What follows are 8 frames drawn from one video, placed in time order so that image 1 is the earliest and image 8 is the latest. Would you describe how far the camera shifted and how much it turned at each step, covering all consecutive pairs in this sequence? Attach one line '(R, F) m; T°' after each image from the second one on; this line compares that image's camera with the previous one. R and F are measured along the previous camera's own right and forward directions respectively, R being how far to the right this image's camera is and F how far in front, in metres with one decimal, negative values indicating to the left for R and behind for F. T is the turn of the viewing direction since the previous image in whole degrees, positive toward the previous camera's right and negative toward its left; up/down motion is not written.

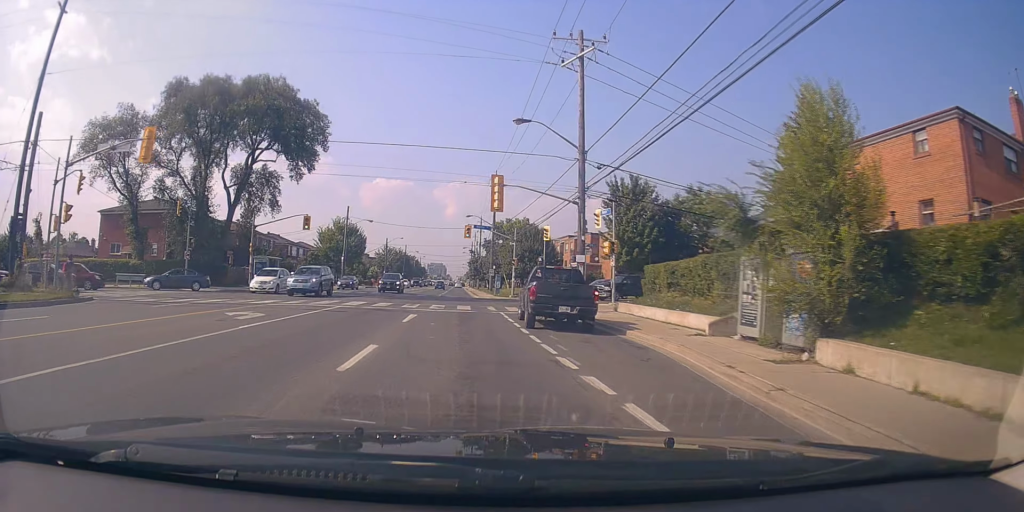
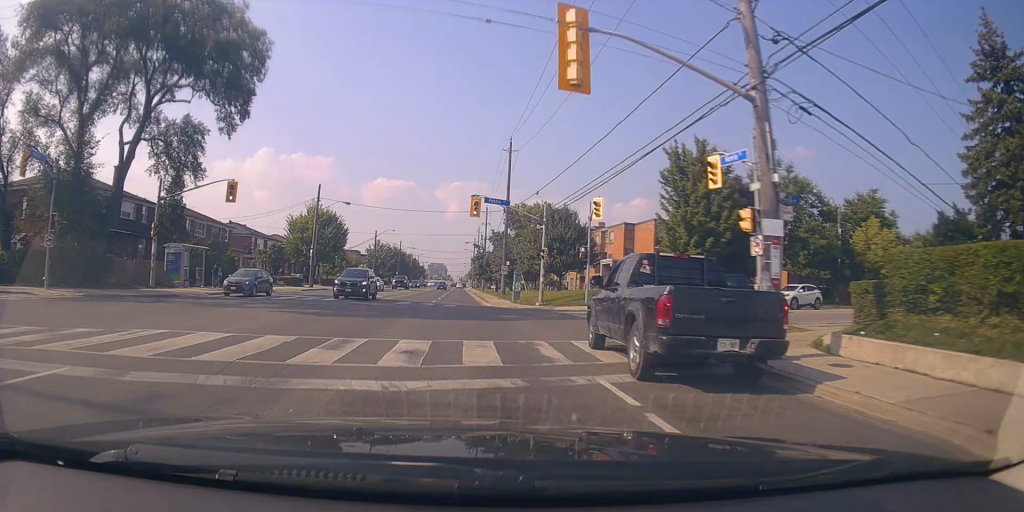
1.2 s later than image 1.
(-0.5, +16.5) m; -2°
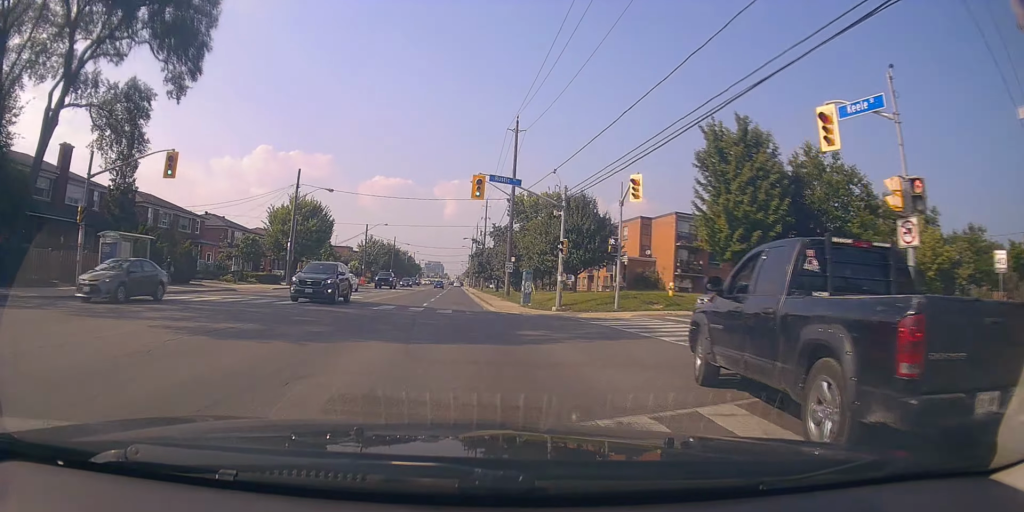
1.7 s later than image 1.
(-0.2, +7.1) m; +1°
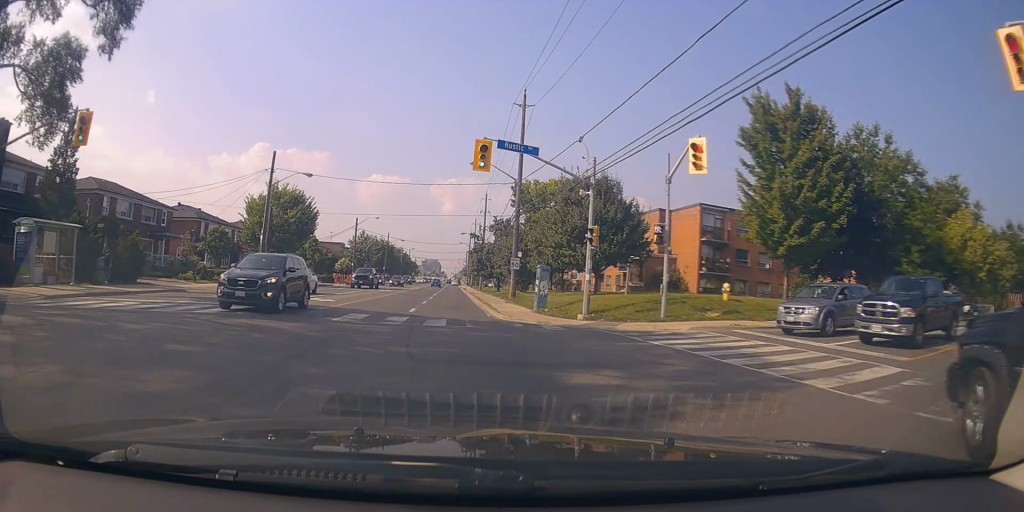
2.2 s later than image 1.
(-0.1, +6.7) m; +1°
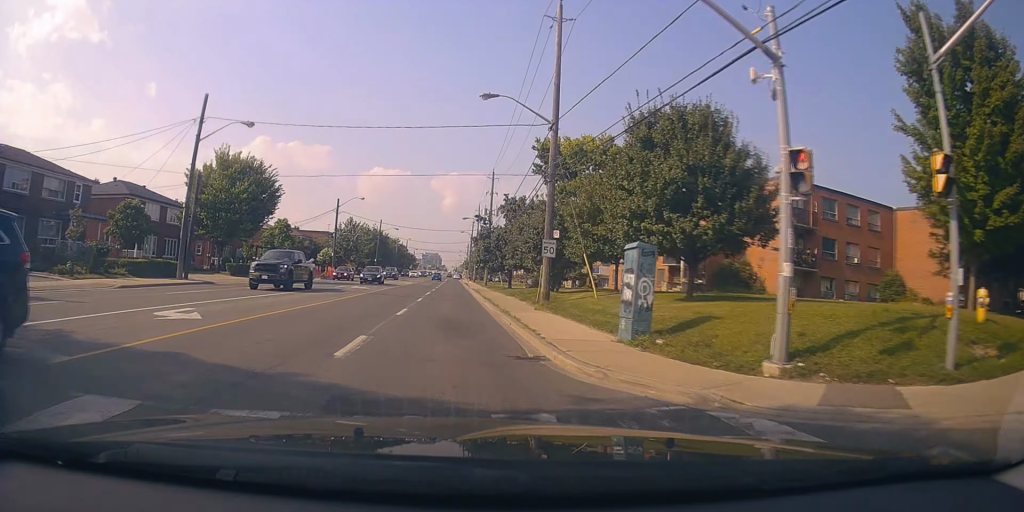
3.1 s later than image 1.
(+0.6, +13.7) m; +2°
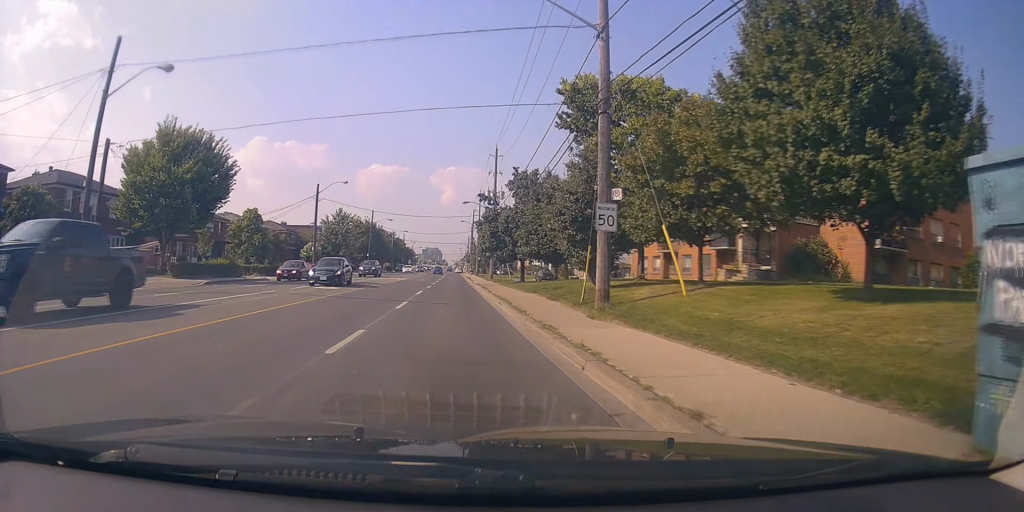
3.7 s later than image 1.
(-0.2, +9.5) m; 0°
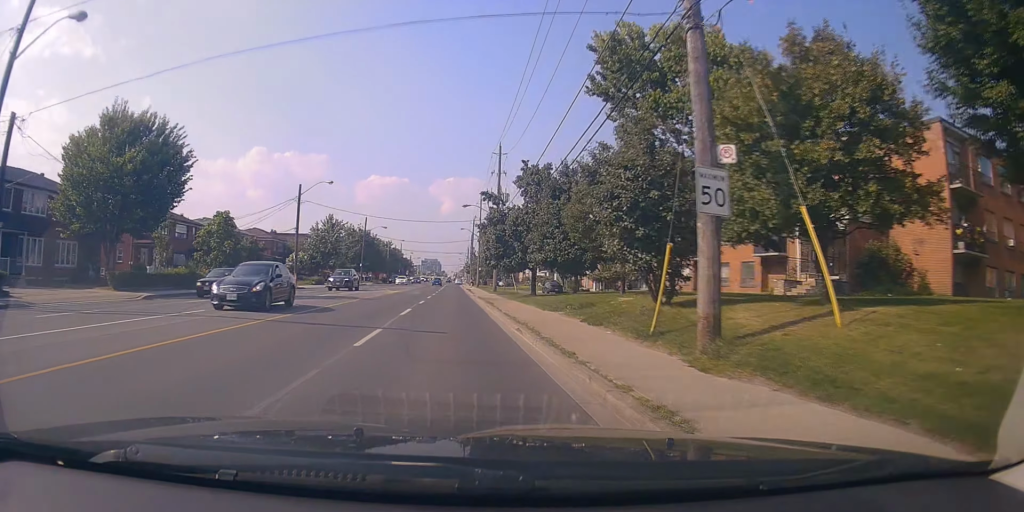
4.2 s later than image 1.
(0.0, +6.5) m; 0°
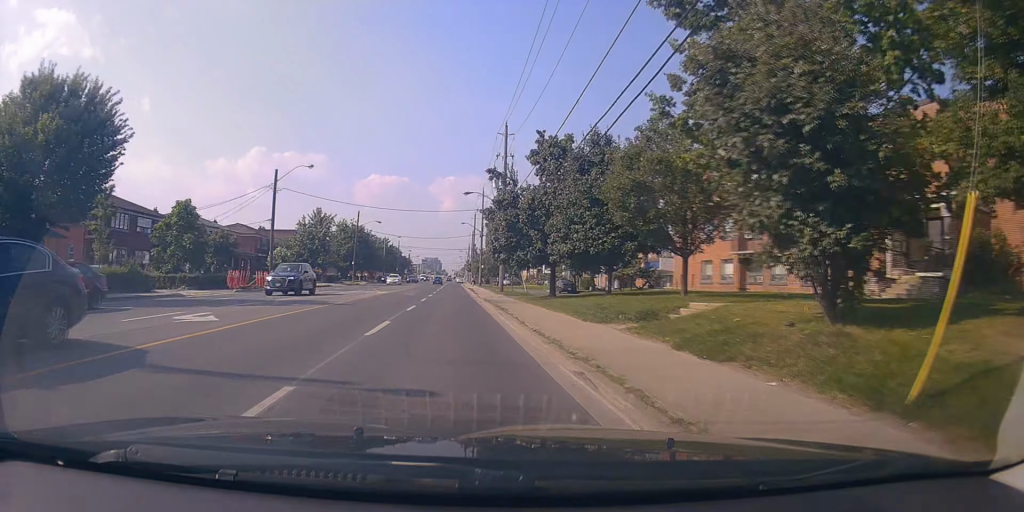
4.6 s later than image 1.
(+0.2, +7.1) m; -1°
